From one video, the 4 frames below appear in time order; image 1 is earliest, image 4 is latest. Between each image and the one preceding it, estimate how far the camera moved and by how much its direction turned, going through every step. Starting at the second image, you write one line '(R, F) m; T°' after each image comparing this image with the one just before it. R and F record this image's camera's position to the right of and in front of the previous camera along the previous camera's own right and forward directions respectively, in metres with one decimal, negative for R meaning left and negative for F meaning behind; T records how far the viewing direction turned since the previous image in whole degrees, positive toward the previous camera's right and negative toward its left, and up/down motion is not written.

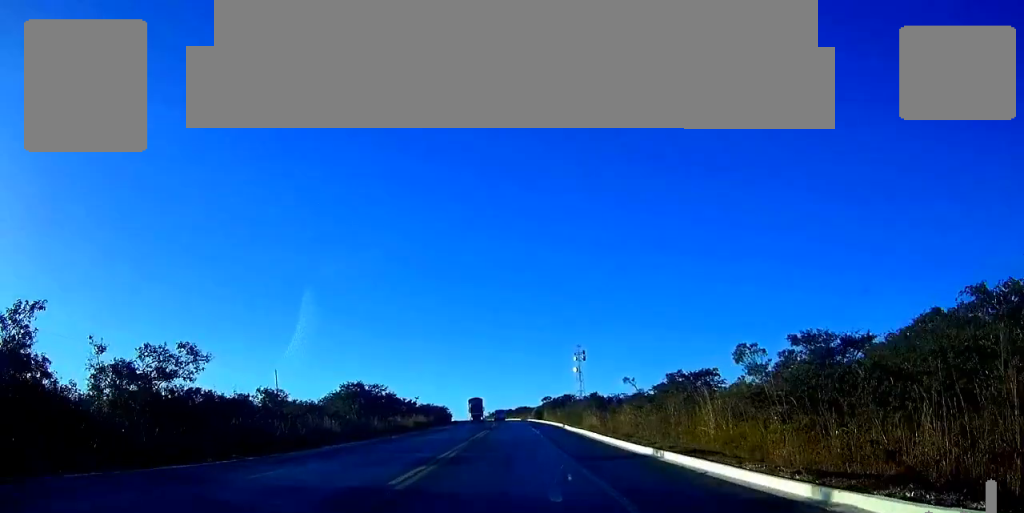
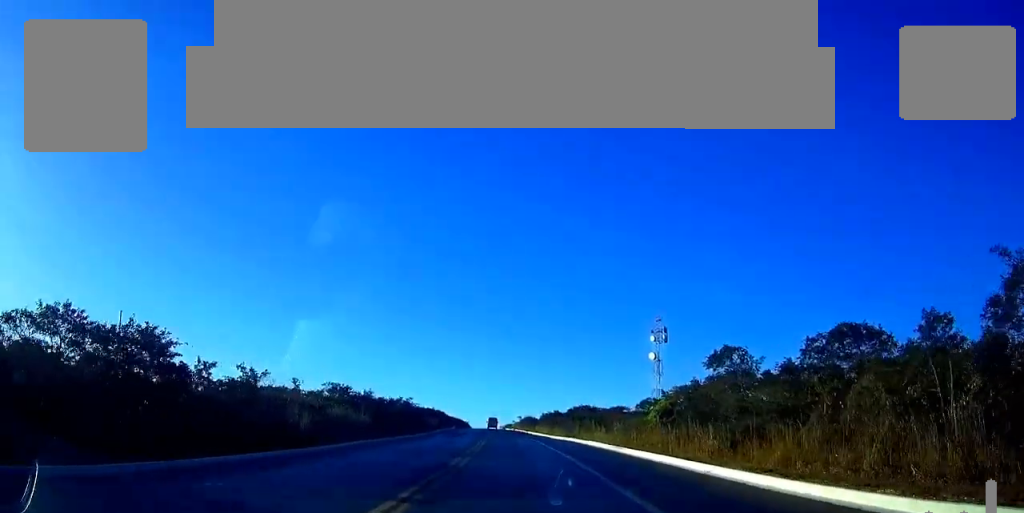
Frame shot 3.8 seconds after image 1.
(-3.8, +120.8) m; -4°
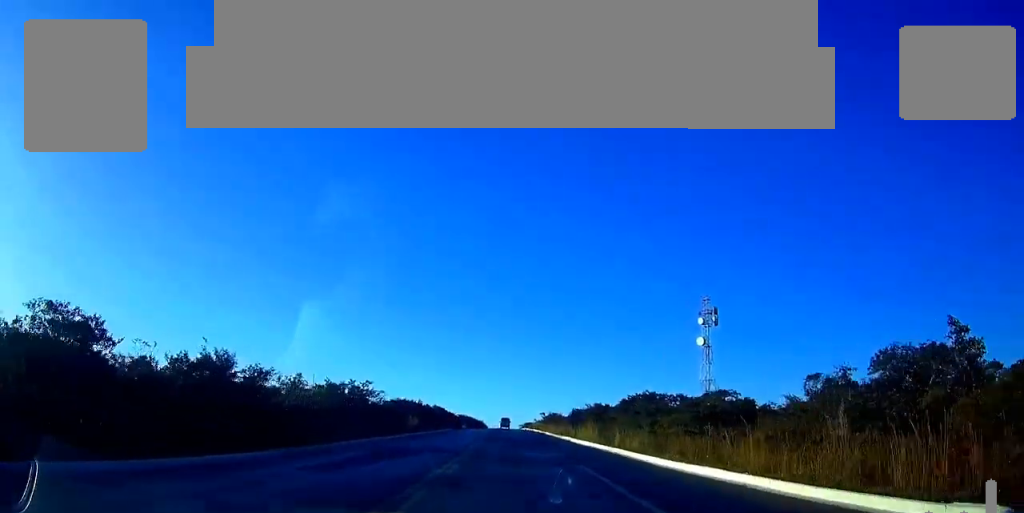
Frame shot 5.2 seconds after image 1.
(-0.7, +42.2) m; -2°
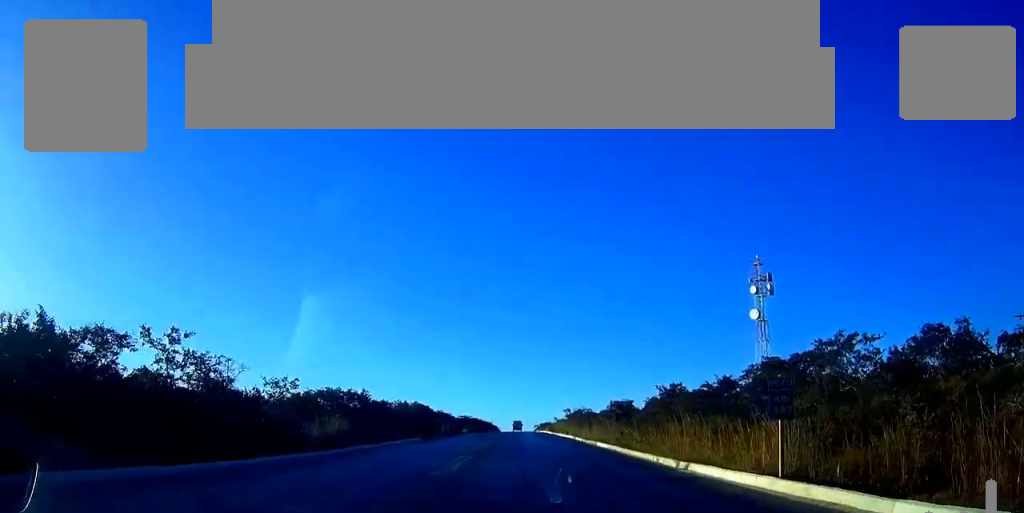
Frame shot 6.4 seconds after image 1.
(-0.3, +40.3) m; -1°
